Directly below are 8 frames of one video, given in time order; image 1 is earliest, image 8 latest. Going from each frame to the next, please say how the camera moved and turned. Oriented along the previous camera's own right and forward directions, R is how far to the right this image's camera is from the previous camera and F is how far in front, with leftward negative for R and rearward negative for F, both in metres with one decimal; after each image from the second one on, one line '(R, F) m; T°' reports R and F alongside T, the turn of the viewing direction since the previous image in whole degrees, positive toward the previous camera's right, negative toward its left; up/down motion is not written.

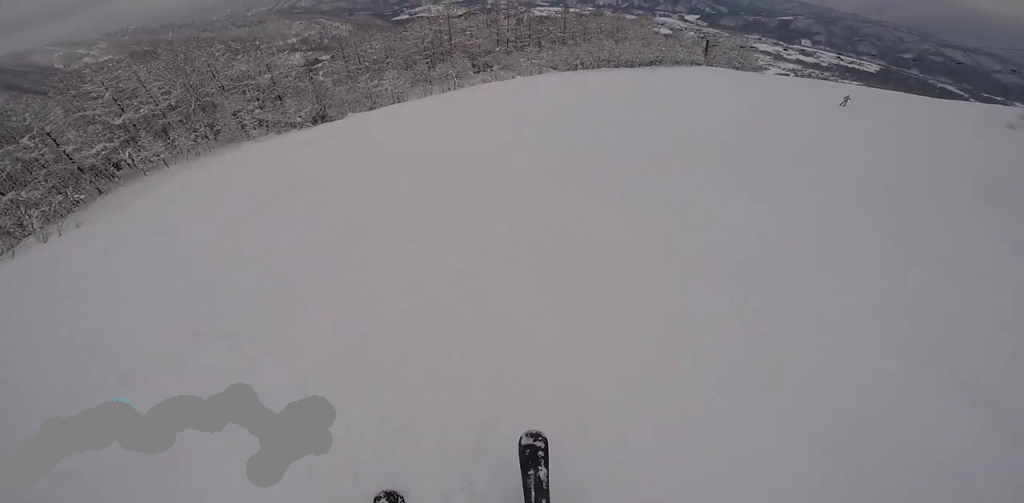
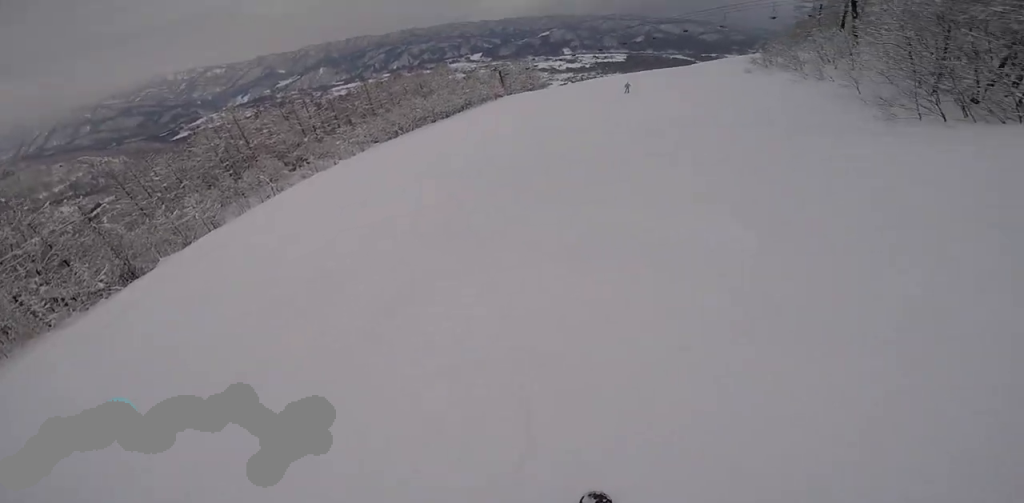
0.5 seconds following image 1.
(0.0, +2.0) m; +3°
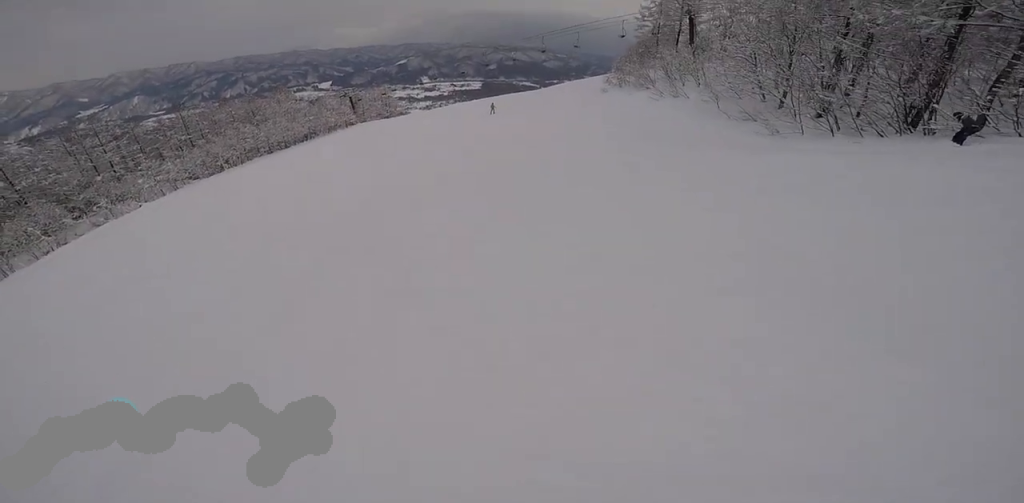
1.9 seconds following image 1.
(+0.6, +5.6) m; +31°
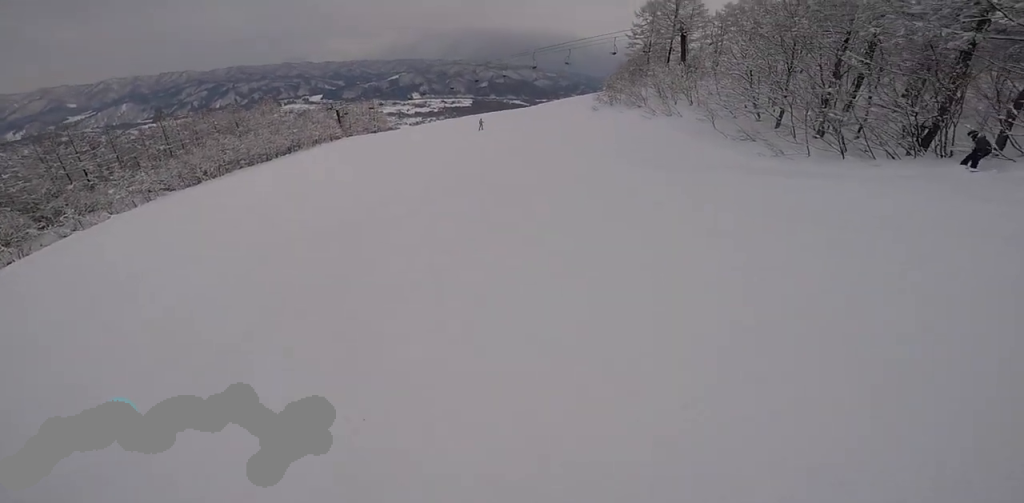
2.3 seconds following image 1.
(+0.6, +2.1) m; +7°
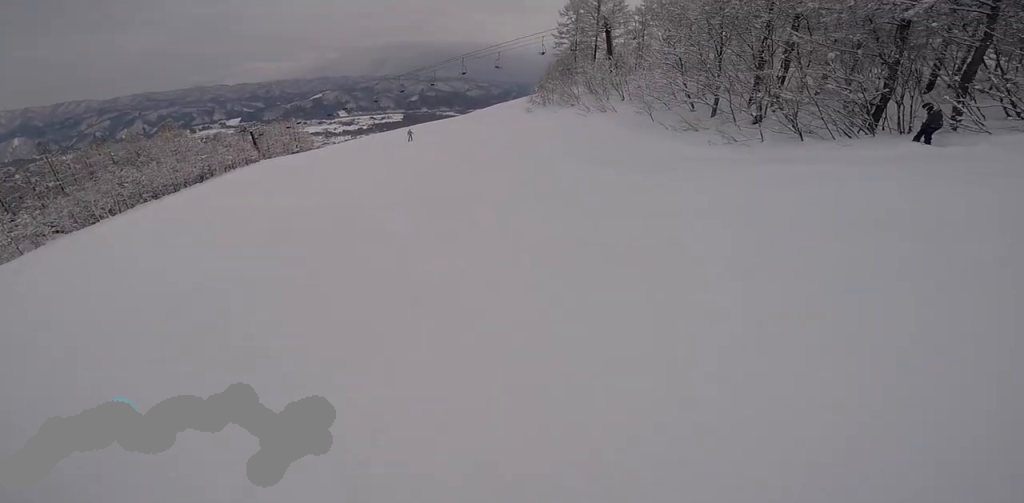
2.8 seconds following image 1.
(+0.5, +2.6) m; +8°
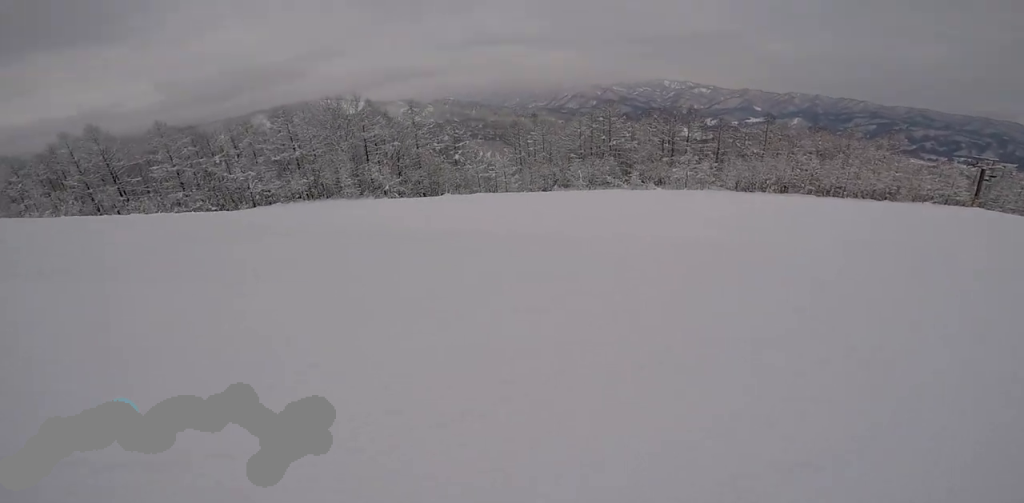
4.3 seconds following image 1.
(-0.9, +10.0) m; -10°
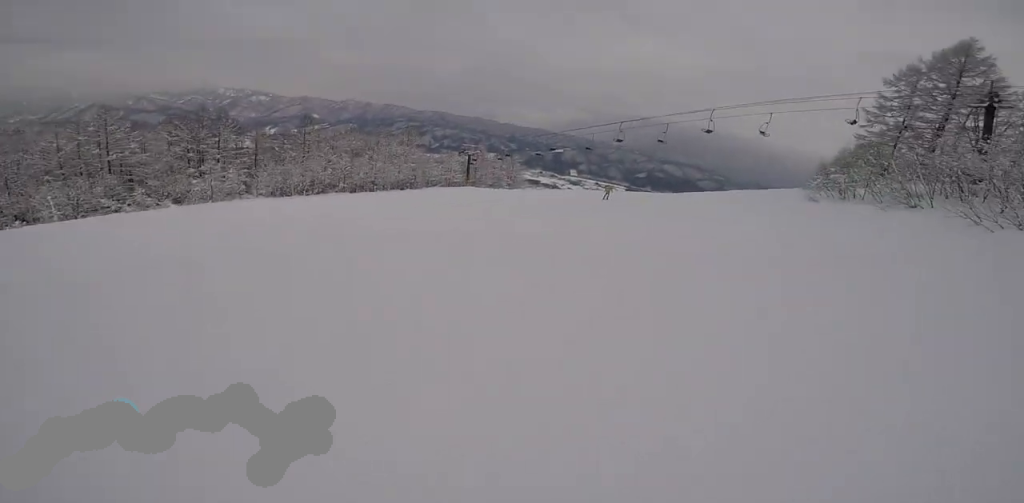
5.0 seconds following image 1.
(-0.3, +4.6) m; -2°
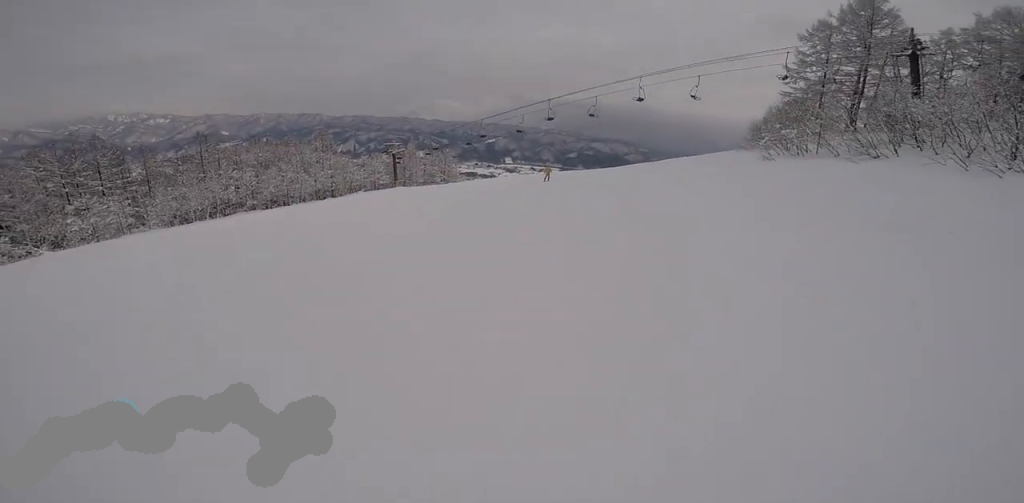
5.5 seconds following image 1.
(+0.2, +3.3) m; 0°
